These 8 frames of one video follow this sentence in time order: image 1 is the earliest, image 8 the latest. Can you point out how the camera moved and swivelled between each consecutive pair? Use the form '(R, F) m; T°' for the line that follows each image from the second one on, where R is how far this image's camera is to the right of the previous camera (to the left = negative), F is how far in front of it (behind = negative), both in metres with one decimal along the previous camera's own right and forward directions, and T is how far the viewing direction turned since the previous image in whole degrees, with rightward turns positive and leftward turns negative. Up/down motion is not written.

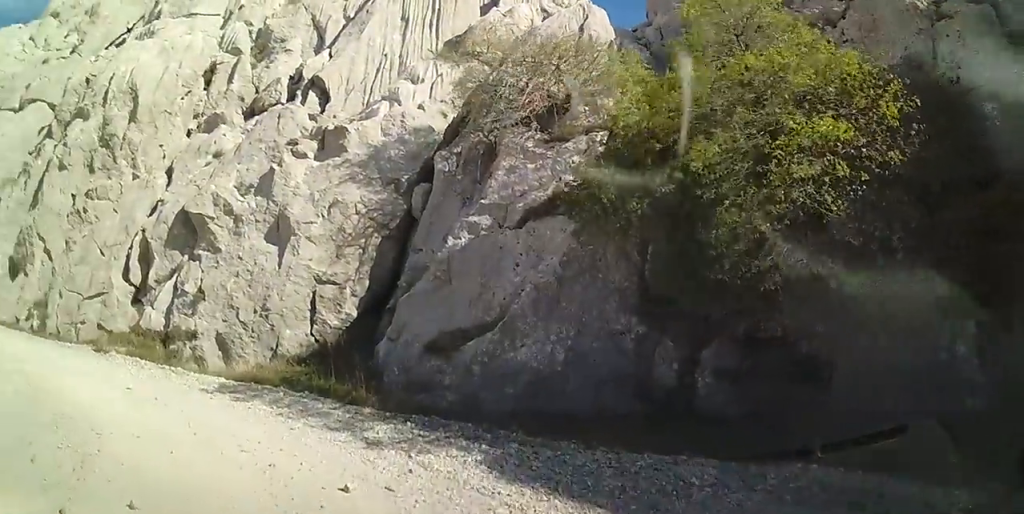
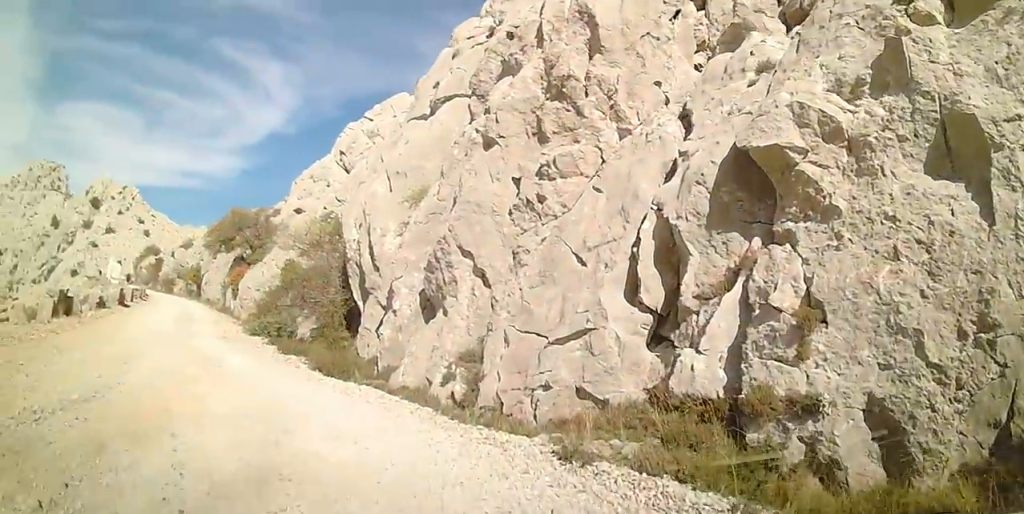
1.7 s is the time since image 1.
(-2.1, +5.4) m; -43°
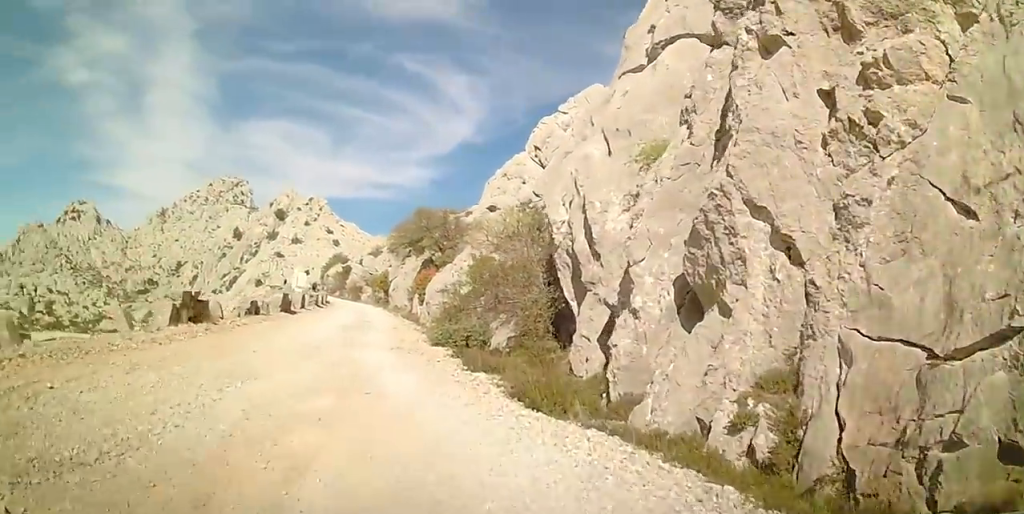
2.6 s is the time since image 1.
(-0.5, +3.4) m; -15°
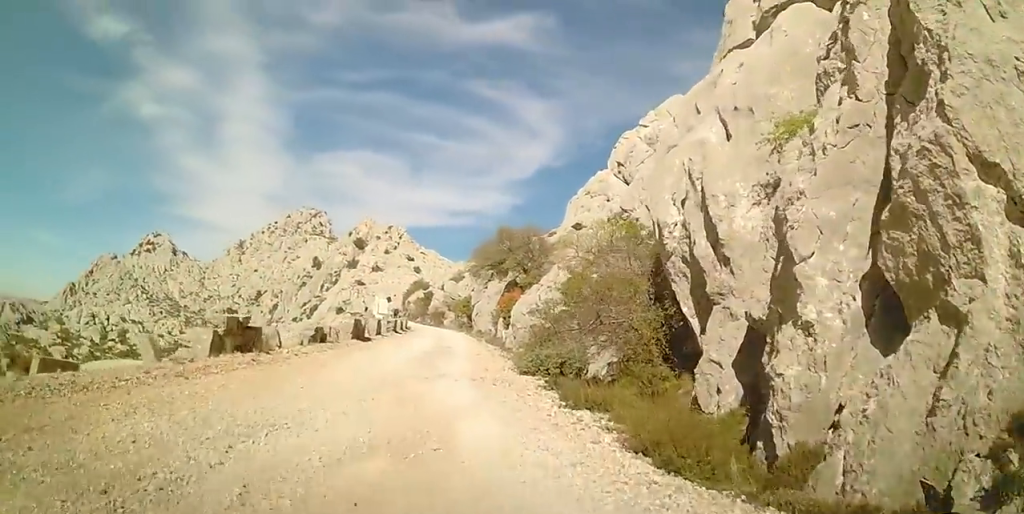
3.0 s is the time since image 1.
(+0.1, +2.0) m; -6°
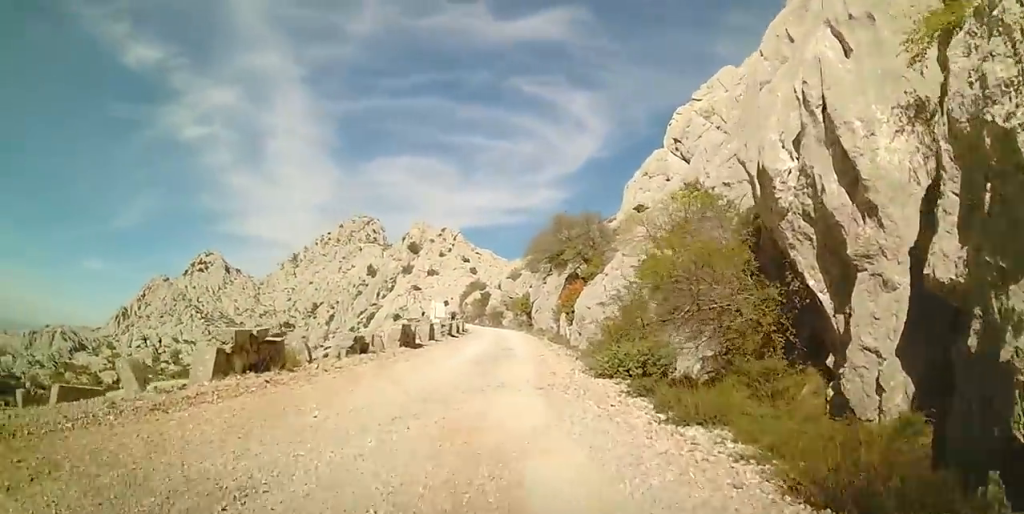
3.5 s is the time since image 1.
(-0.3, +2.3) m; -5°
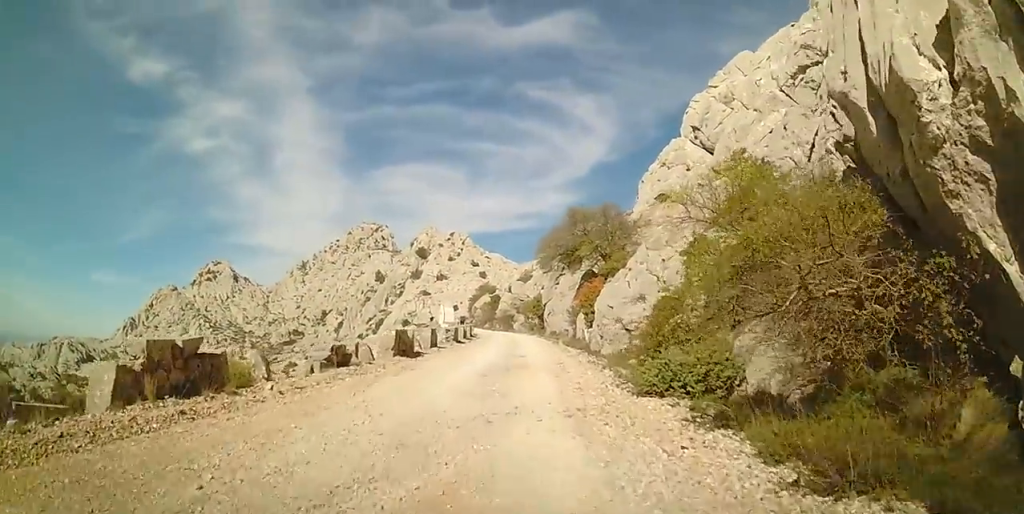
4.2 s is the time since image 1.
(-0.3, +3.0) m; -5°
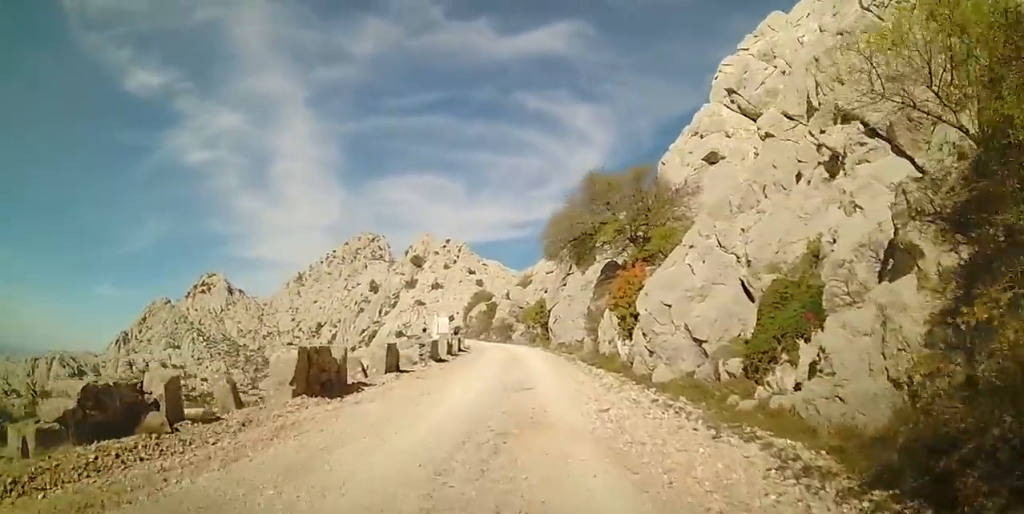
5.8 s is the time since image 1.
(0.0, +8.1) m; 0°
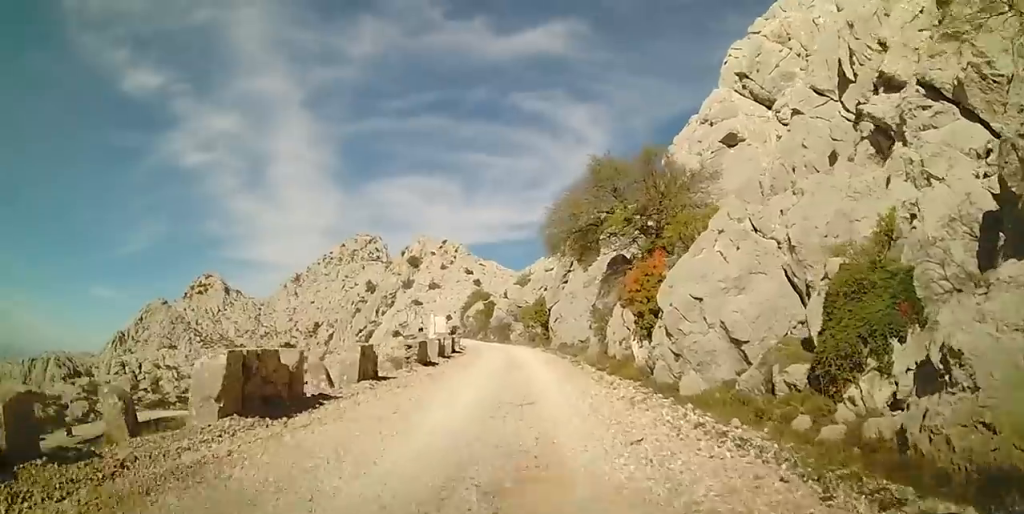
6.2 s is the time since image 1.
(0.0, +2.3) m; 0°
